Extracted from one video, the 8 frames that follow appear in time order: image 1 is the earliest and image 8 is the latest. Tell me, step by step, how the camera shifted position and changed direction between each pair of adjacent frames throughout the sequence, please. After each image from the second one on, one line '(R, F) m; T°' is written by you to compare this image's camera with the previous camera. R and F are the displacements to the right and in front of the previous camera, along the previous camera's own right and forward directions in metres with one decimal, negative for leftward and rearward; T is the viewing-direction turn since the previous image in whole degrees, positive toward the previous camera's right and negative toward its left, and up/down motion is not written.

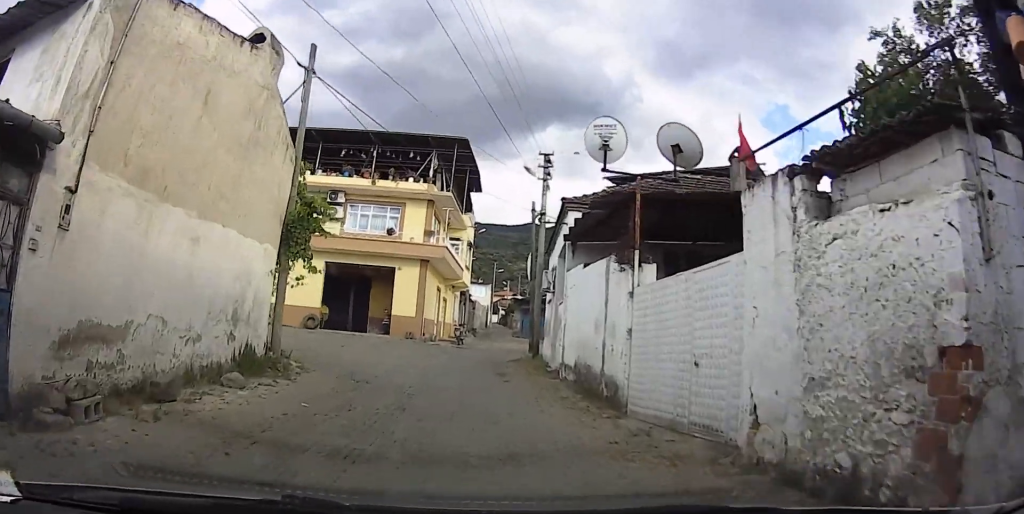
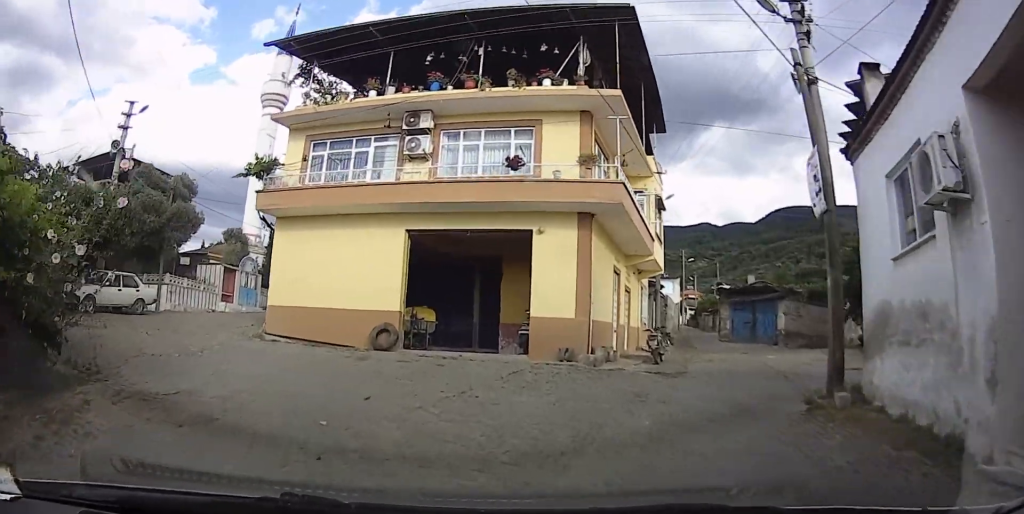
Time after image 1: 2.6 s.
(-1.0, +13.4) m; -19°
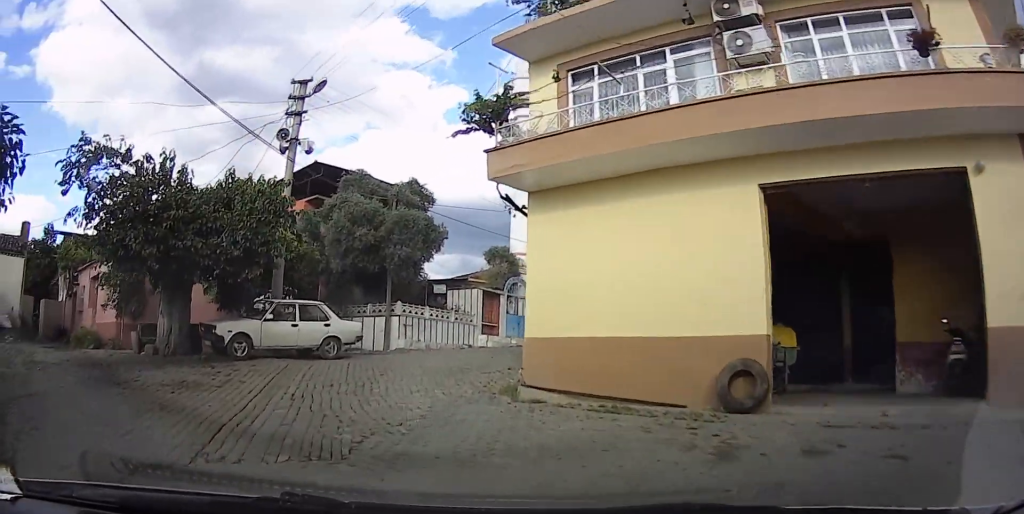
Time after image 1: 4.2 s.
(-1.9, +6.3) m; -18°
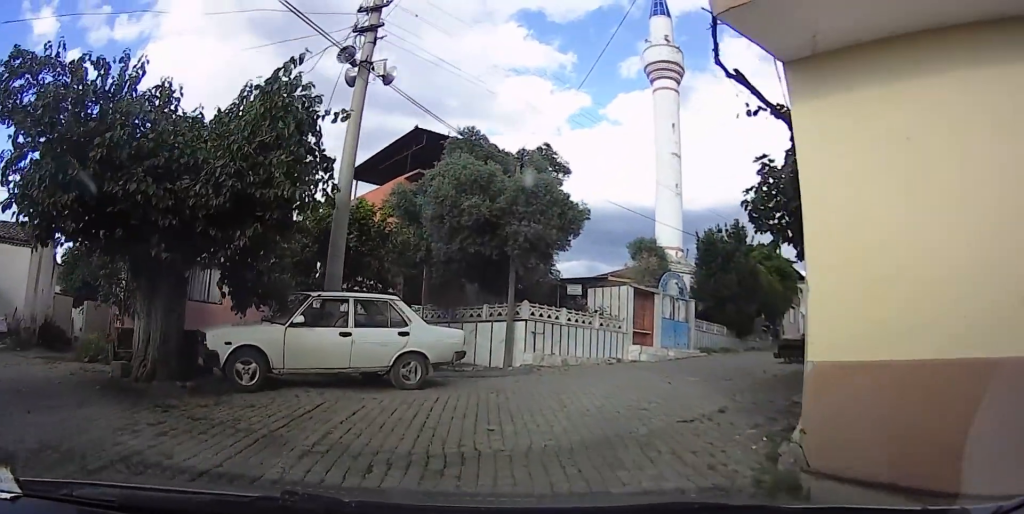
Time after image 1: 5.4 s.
(-0.1, +5.2) m; -8°
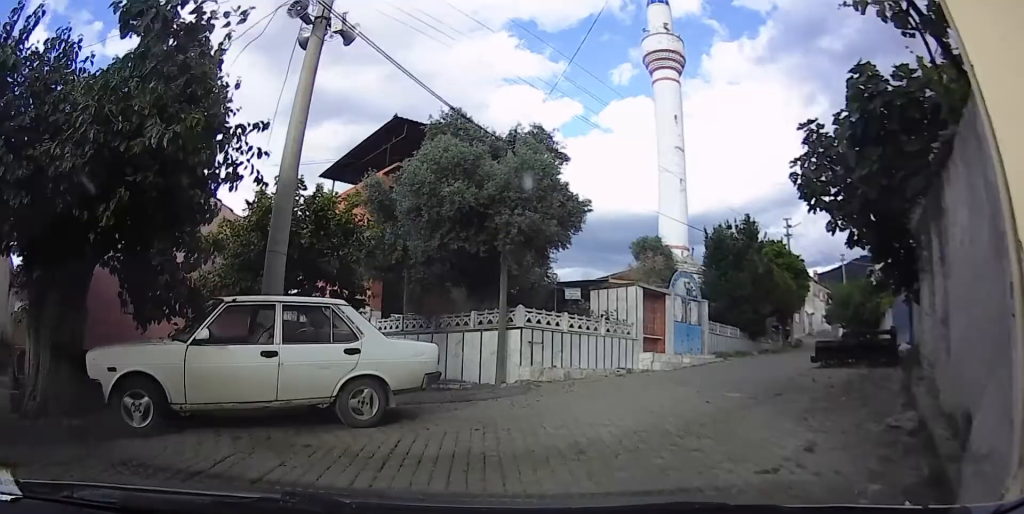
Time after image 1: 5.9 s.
(-0.1, +2.2) m; -6°
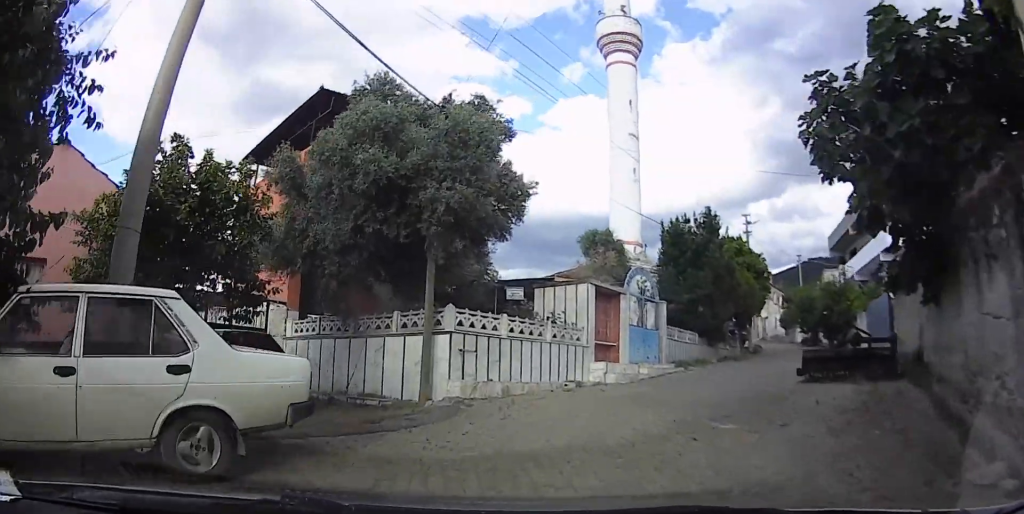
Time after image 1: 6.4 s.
(-0.2, +2.0) m; -6°
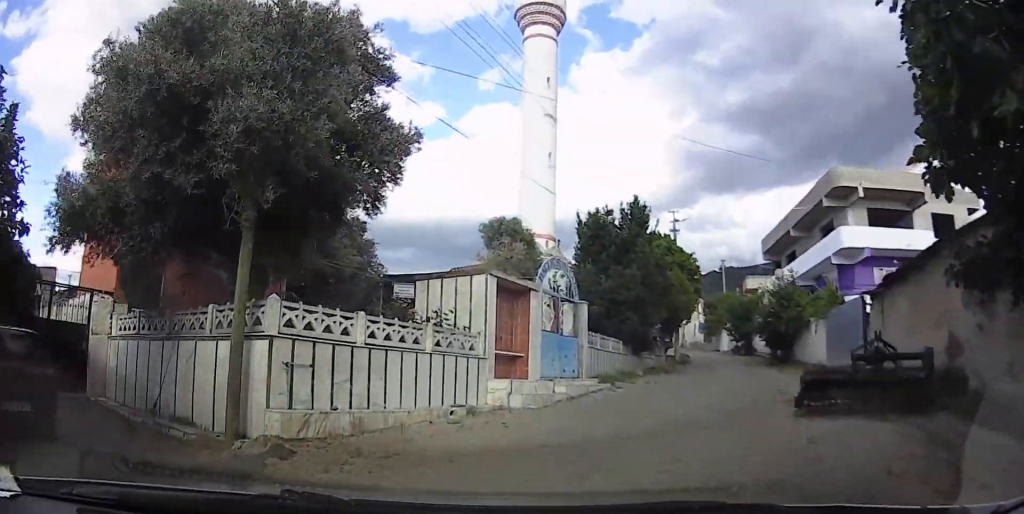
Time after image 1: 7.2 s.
(-0.3, +3.7) m; -5°
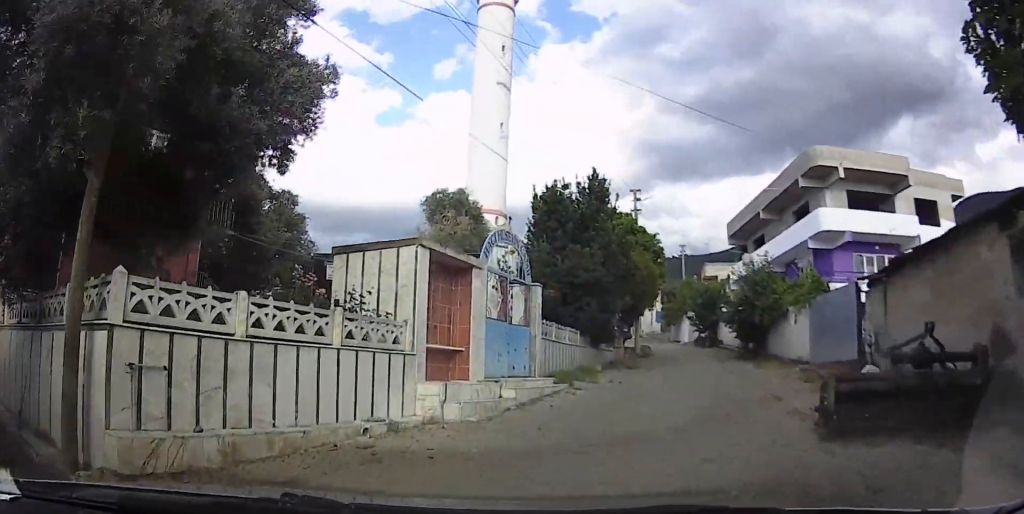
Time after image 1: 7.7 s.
(-0.1, +2.1) m; -1°
